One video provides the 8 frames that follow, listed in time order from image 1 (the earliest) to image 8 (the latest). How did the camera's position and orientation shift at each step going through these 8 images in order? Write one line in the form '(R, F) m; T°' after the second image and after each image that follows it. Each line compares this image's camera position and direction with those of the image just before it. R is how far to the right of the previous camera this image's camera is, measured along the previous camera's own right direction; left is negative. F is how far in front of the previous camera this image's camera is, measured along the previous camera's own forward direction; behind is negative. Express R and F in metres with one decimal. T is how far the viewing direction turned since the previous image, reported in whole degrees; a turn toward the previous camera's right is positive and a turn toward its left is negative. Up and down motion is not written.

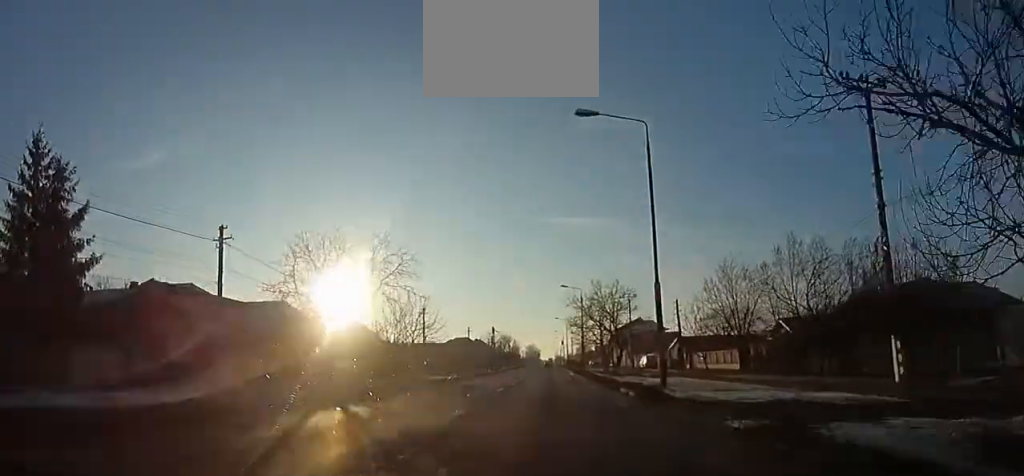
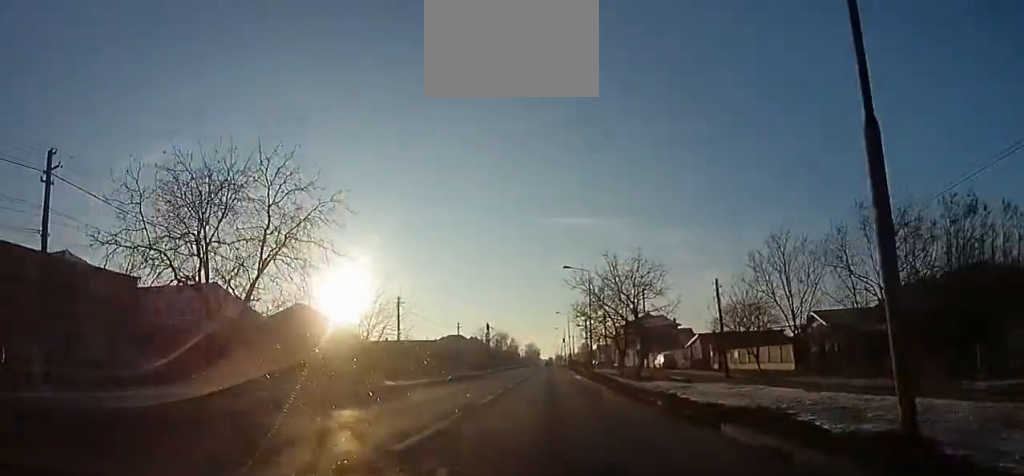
(+0.2, +12.3) m; +1°
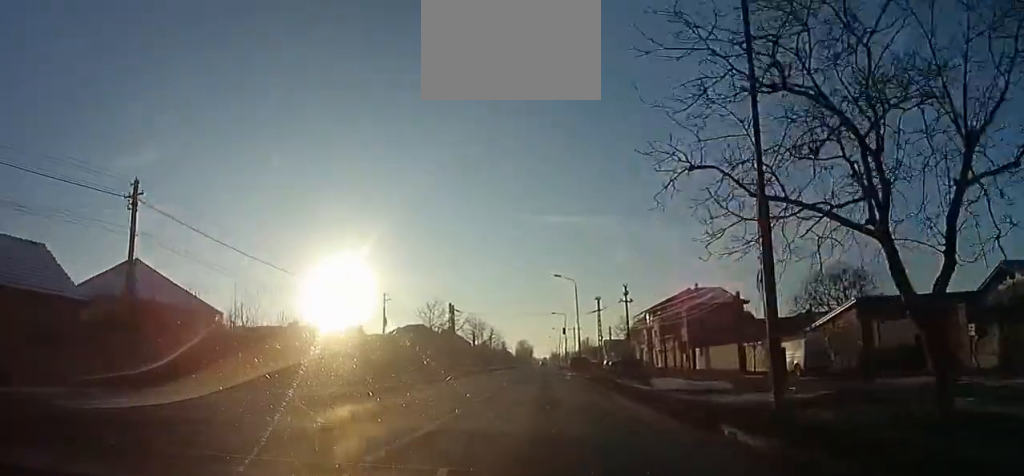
(+0.4, +39.1) m; -2°
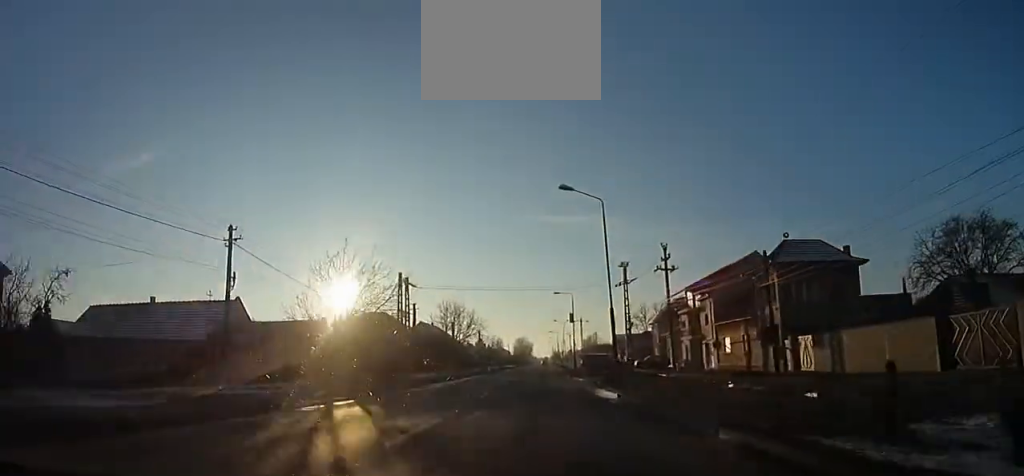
(-1.4, +26.1) m; 0°
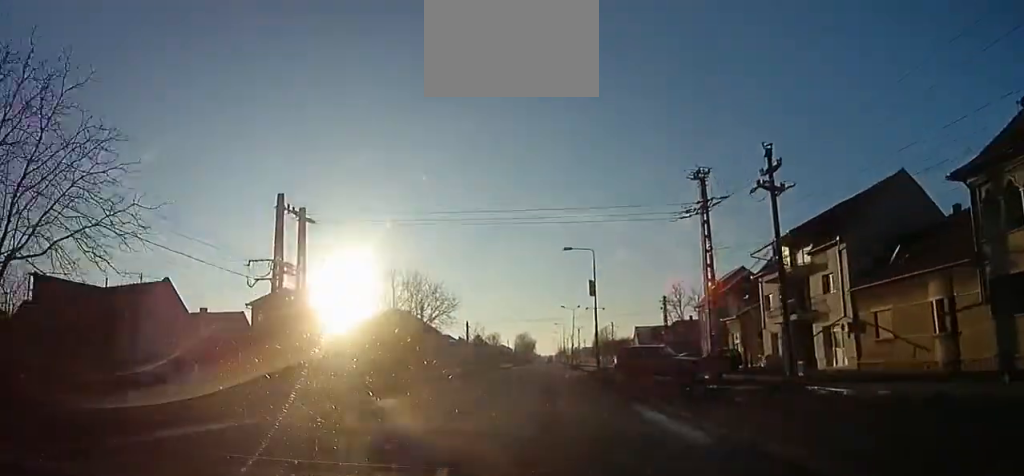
(+1.2, +24.8) m; +2°
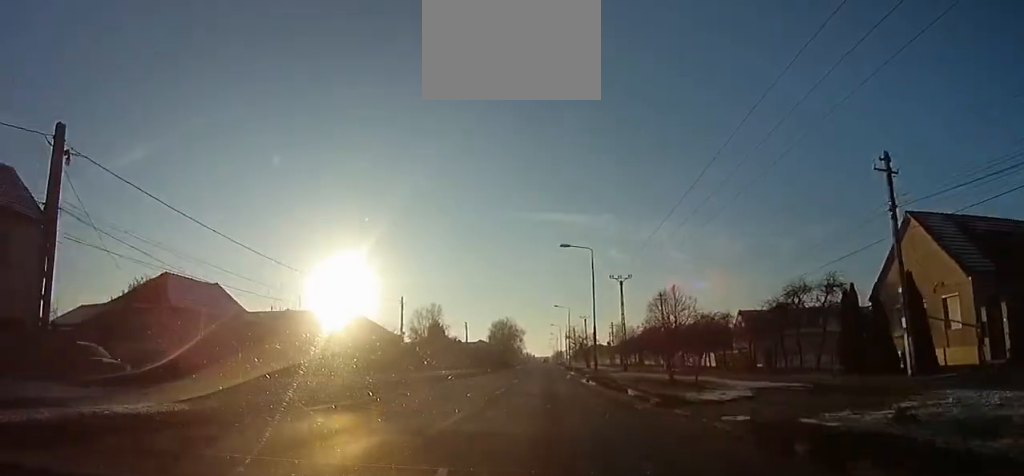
(-1.5, +83.4) m; 0°
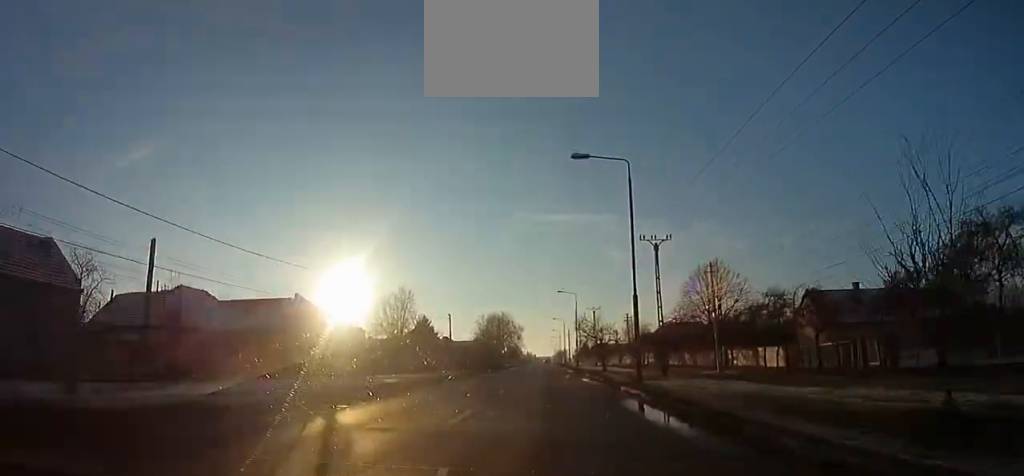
(+0.1, +11.8) m; 0°
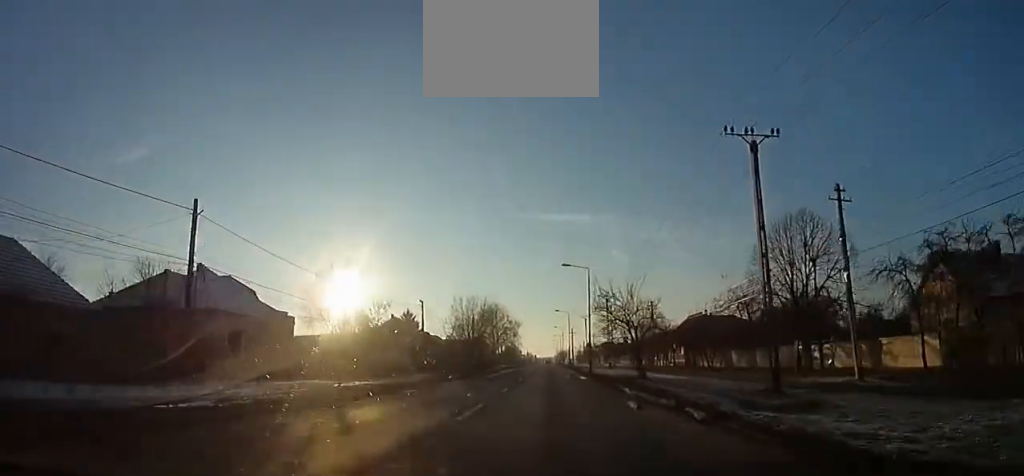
(+0.2, +13.3) m; -1°
